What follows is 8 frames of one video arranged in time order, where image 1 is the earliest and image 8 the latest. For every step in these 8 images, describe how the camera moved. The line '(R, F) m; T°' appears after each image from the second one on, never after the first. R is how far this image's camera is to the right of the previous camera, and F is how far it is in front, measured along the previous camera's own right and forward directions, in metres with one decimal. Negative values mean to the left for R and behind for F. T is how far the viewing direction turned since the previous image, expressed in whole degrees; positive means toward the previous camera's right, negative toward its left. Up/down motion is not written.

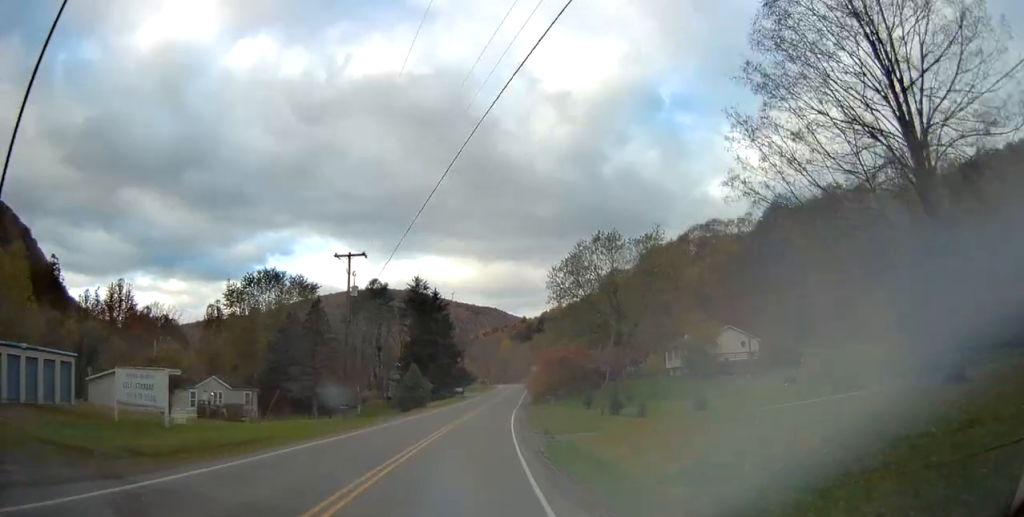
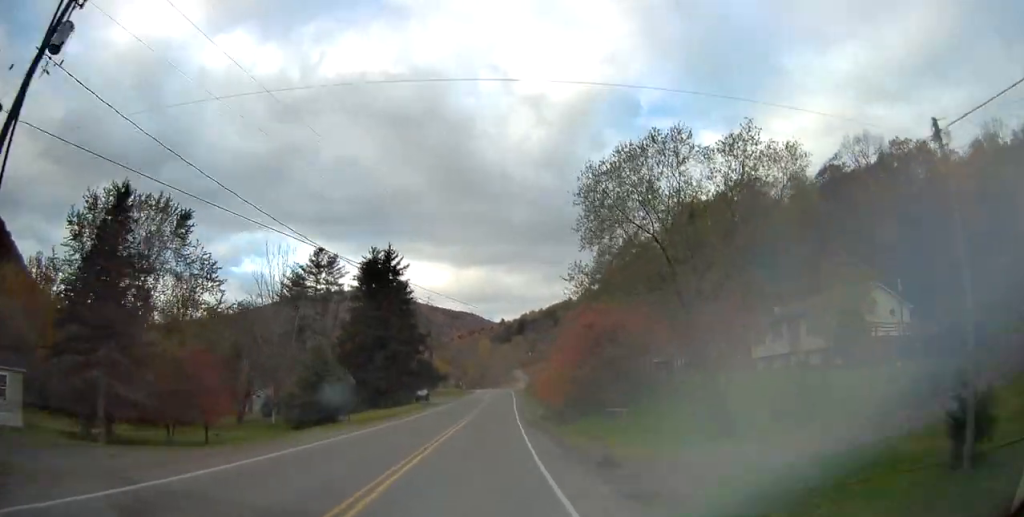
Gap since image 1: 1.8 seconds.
(+0.4, +32.4) m; +3°
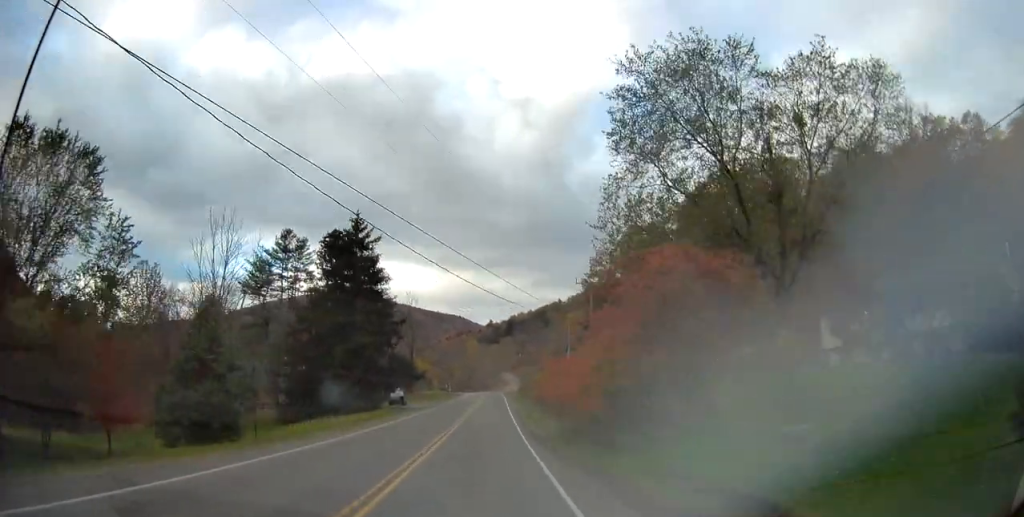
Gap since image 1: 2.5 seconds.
(+0.4, +13.5) m; +2°
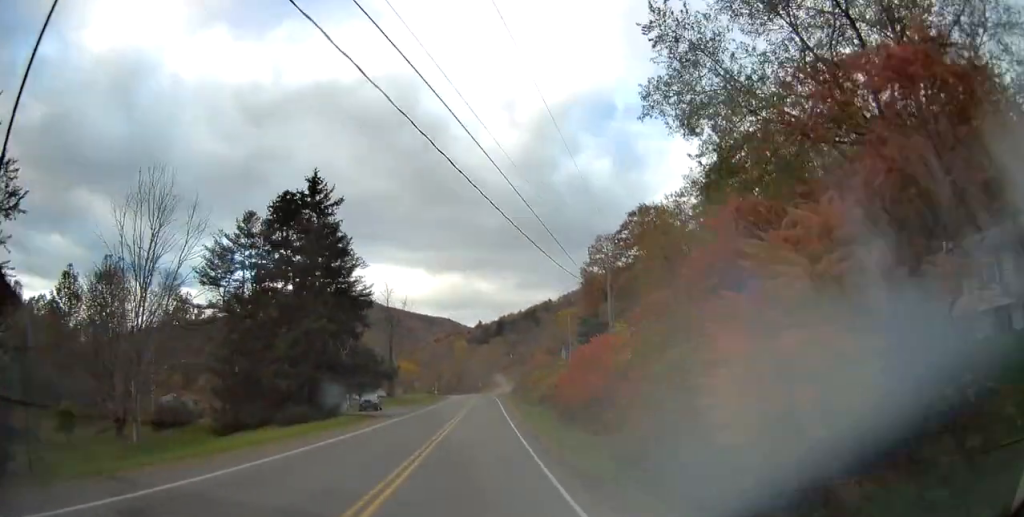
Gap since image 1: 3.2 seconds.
(+0.2, +12.4) m; +1°
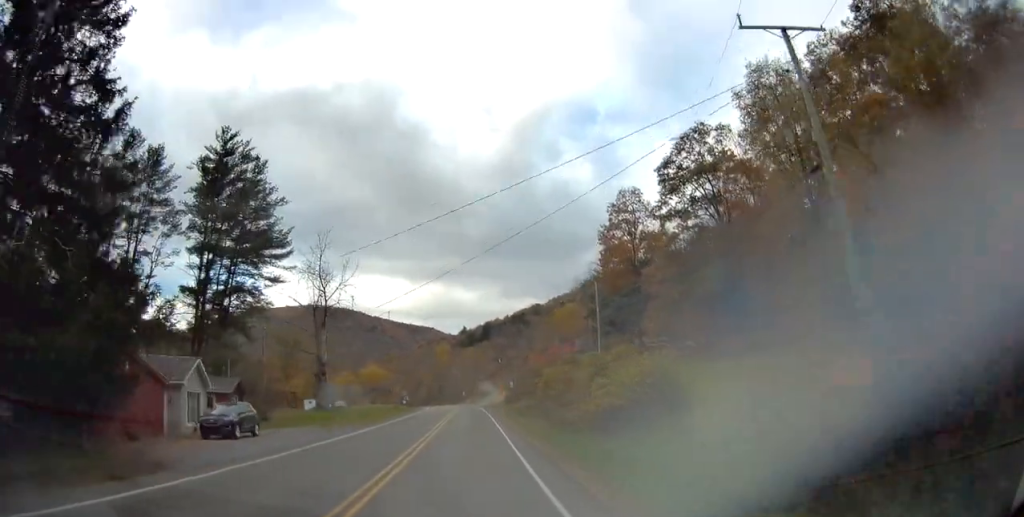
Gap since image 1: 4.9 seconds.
(-0.5, +31.8) m; -1°
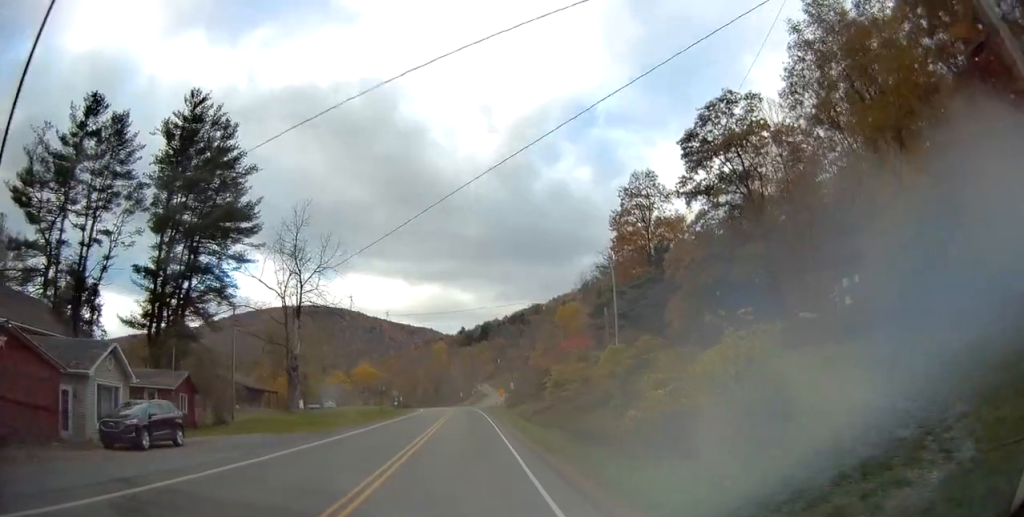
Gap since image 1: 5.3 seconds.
(+0.1, +8.0) m; 0°
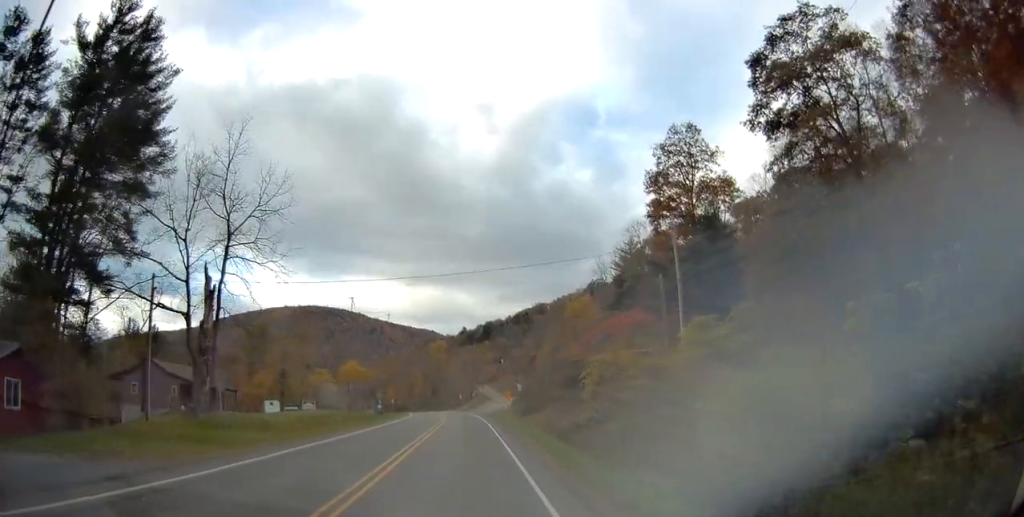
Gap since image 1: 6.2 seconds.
(+0.2, +15.9) m; 0°
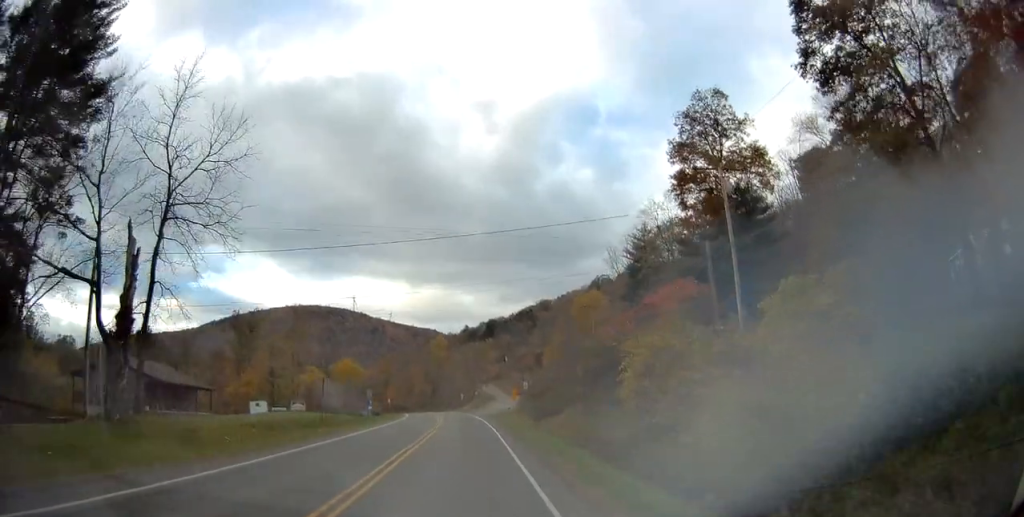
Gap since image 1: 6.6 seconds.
(0.0, +7.9) m; -1°
